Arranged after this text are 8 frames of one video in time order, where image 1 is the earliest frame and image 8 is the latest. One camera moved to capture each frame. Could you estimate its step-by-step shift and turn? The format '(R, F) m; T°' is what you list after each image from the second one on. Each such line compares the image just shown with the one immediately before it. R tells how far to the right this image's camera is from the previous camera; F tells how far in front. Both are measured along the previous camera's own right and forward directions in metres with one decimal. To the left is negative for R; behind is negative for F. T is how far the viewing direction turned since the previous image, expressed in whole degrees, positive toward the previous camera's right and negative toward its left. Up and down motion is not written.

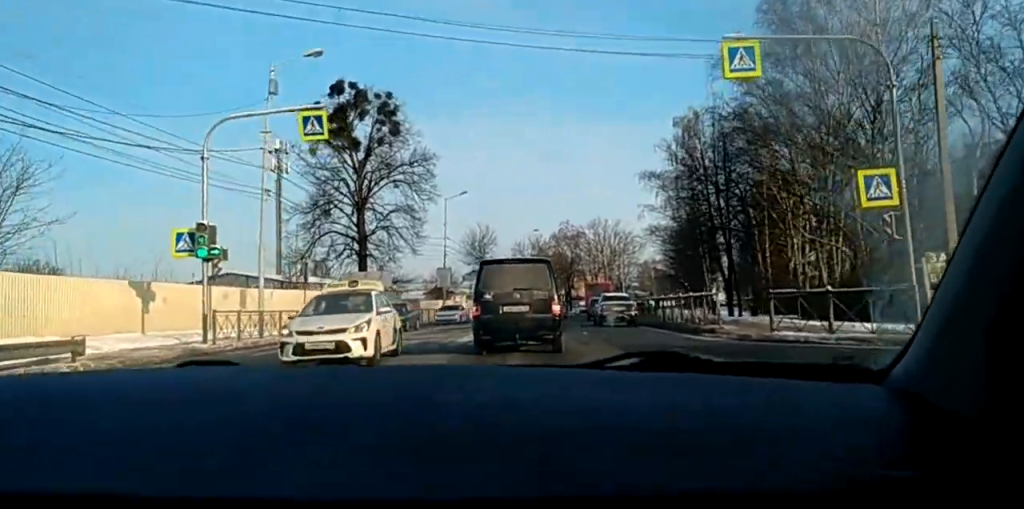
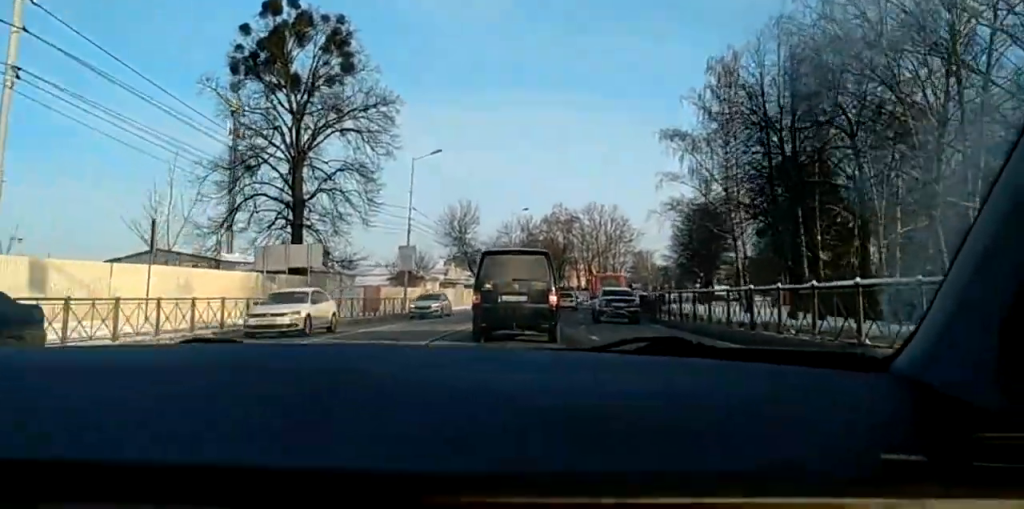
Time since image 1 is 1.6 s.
(-0.6, +14.1) m; +1°
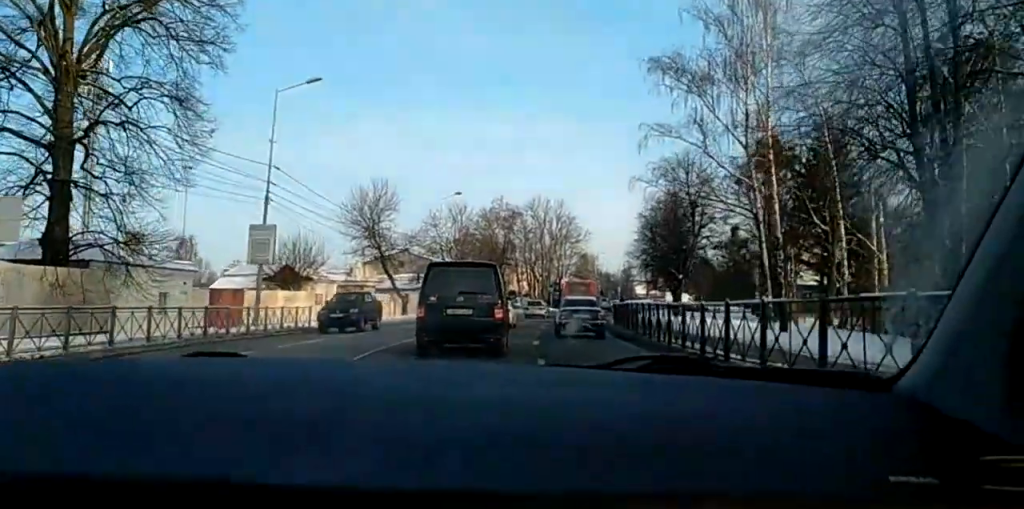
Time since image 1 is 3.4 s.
(+0.9, +18.7) m; +5°
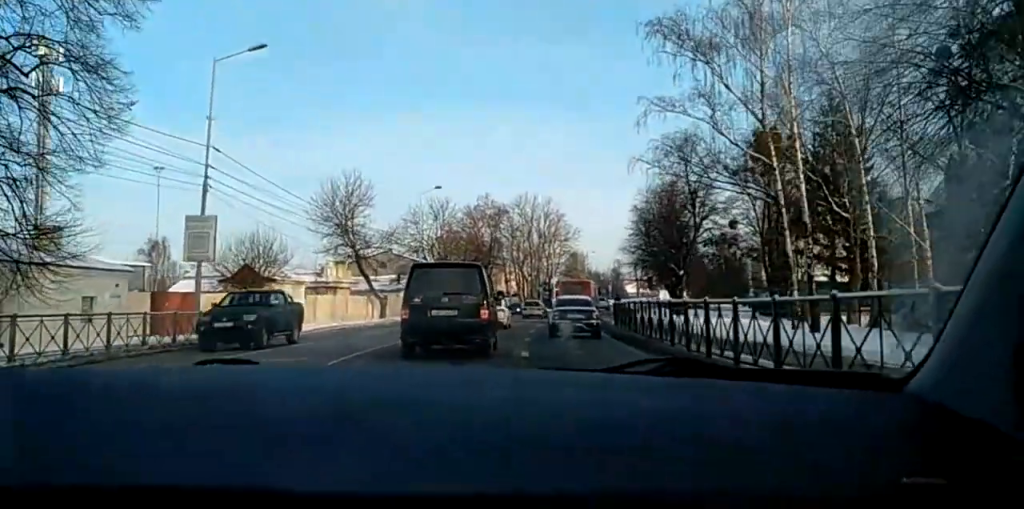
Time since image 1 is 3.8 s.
(-0.1, +5.3) m; +1°
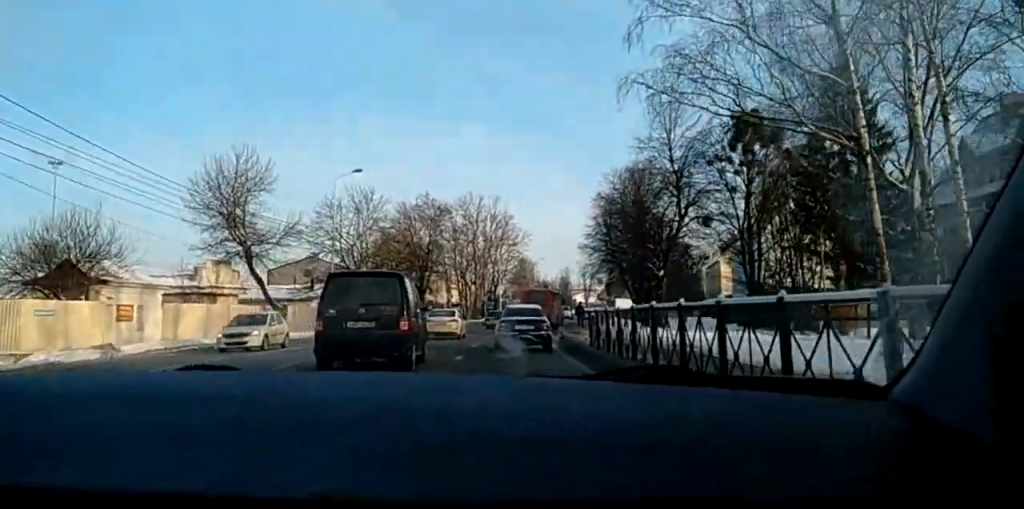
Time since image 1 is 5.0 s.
(+0.6, +12.8) m; +4°
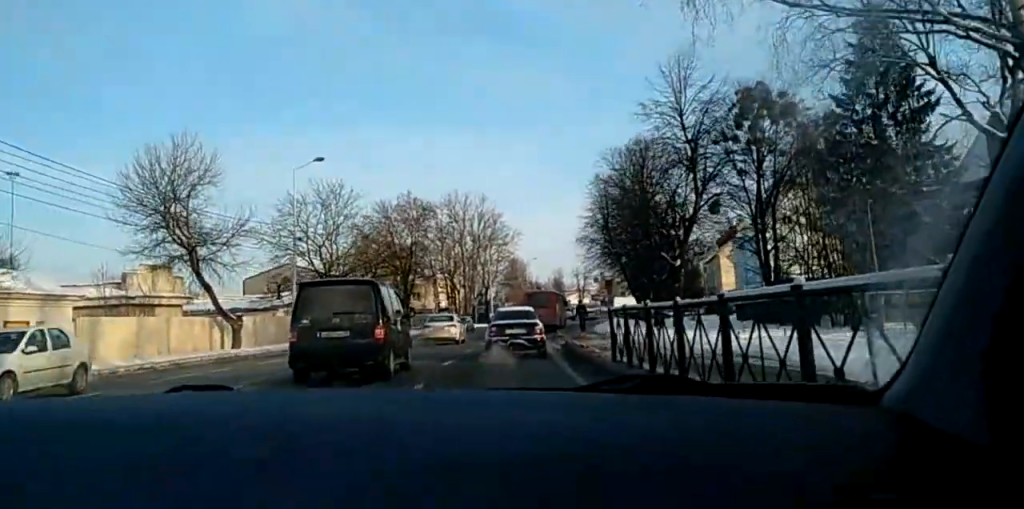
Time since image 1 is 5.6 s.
(+0.2, +7.0) m; +2°
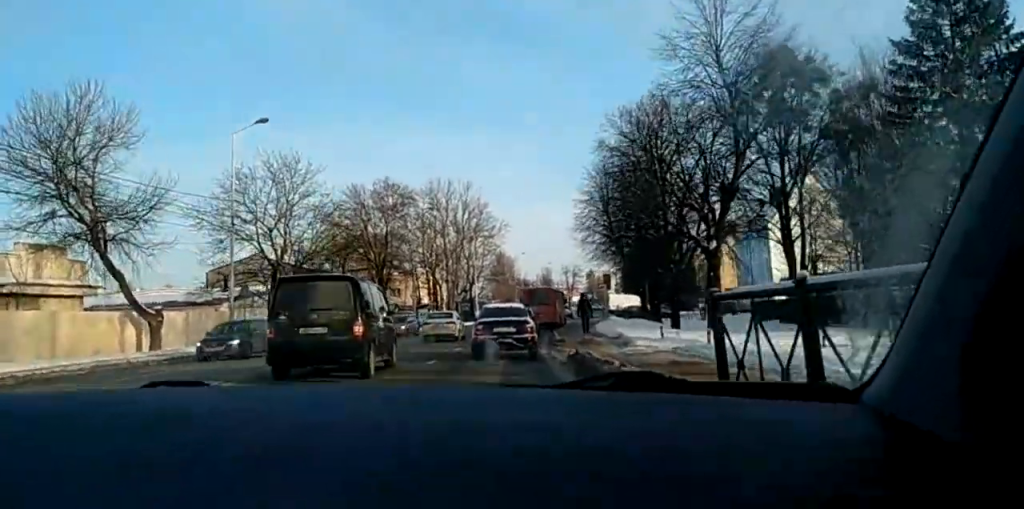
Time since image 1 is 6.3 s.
(+0.2, +9.0) m; 0°
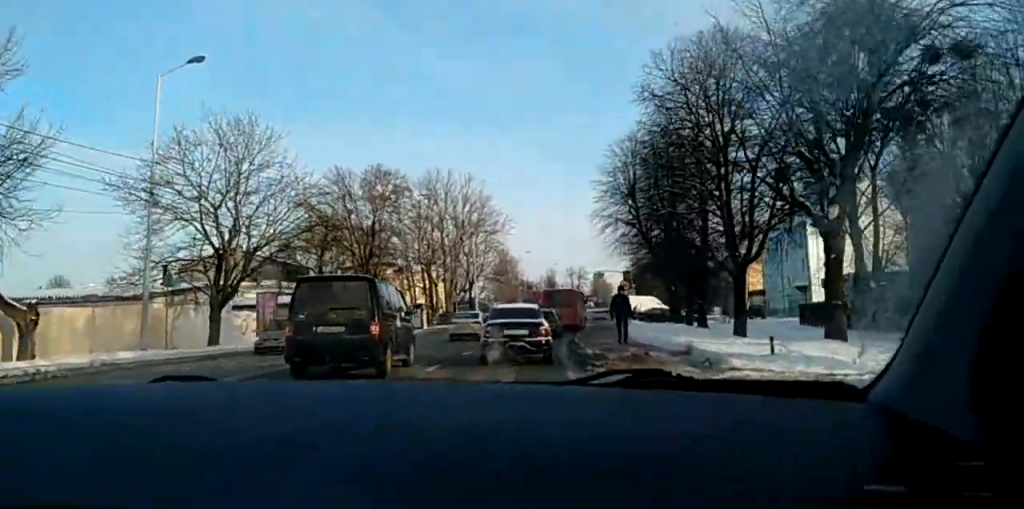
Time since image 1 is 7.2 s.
(0.0, +10.6) m; -3°
